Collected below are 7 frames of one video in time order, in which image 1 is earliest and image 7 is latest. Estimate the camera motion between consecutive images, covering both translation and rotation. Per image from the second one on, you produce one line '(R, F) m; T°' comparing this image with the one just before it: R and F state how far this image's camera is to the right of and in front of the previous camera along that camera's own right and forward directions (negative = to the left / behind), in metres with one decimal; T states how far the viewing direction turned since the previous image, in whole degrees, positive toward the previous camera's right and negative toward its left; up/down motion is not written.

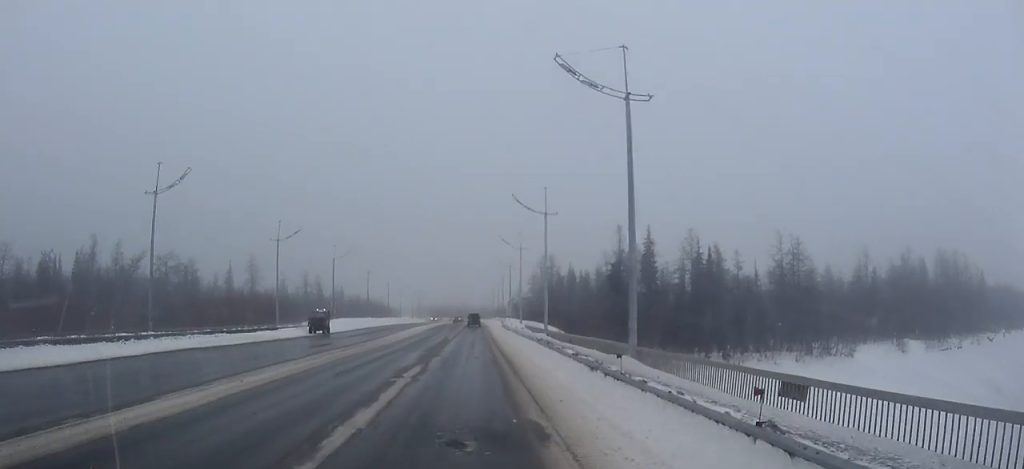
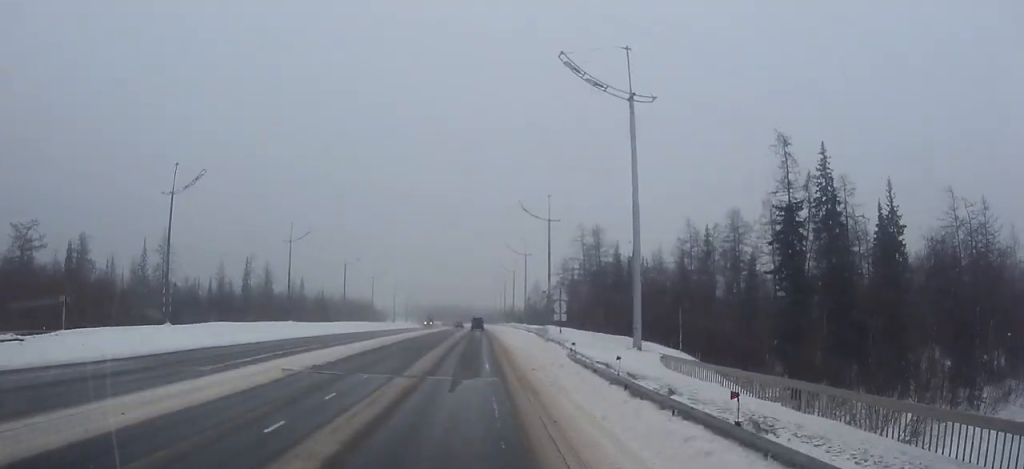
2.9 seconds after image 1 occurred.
(-0.2, +48.0) m; 0°
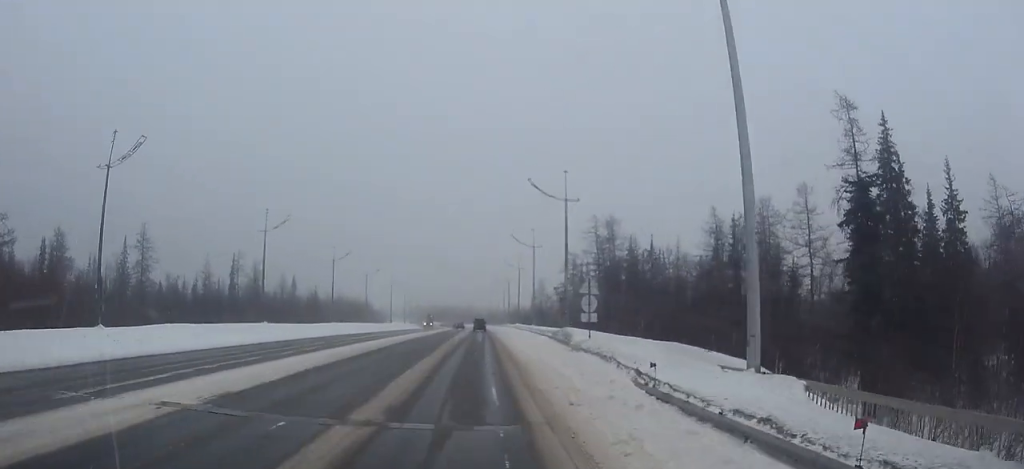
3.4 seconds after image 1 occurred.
(0.0, +8.2) m; 0°
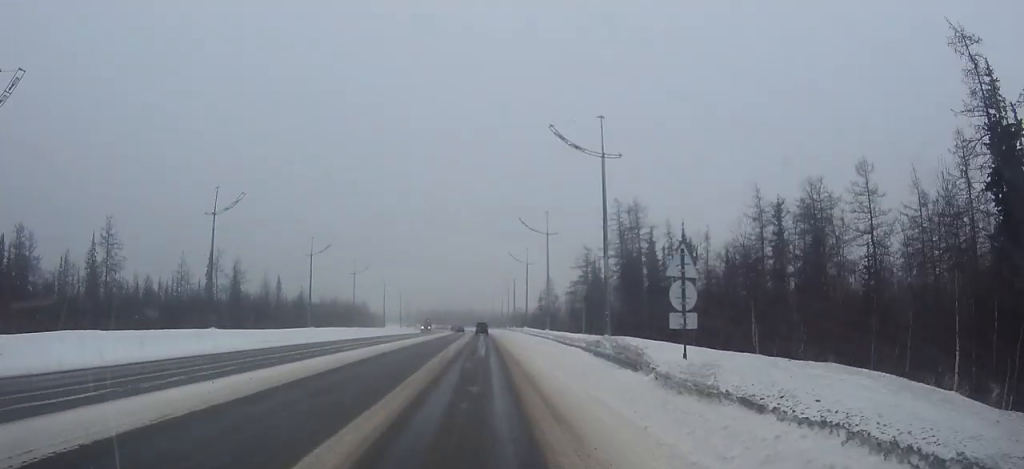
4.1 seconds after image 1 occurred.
(0.0, +11.5) m; 0°
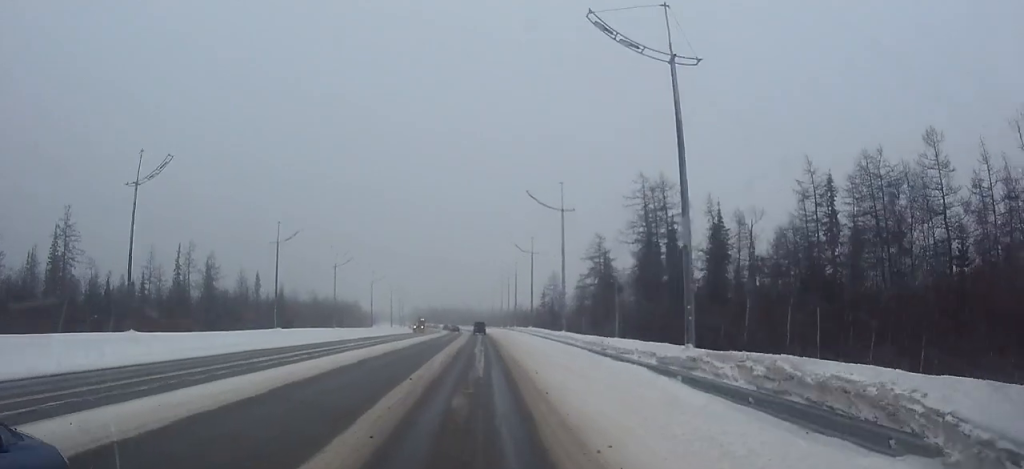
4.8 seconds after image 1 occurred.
(0.0, +11.0) m; 0°
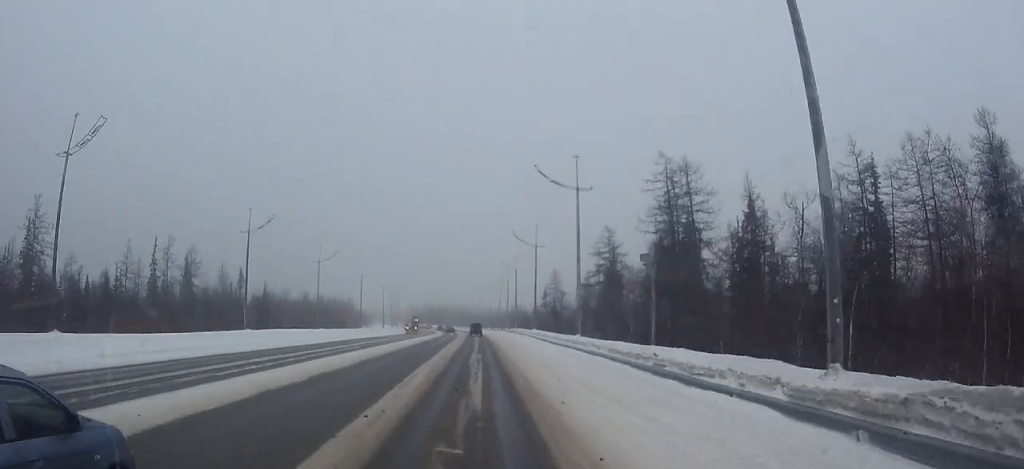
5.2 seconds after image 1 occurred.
(0.0, +7.2) m; 0°
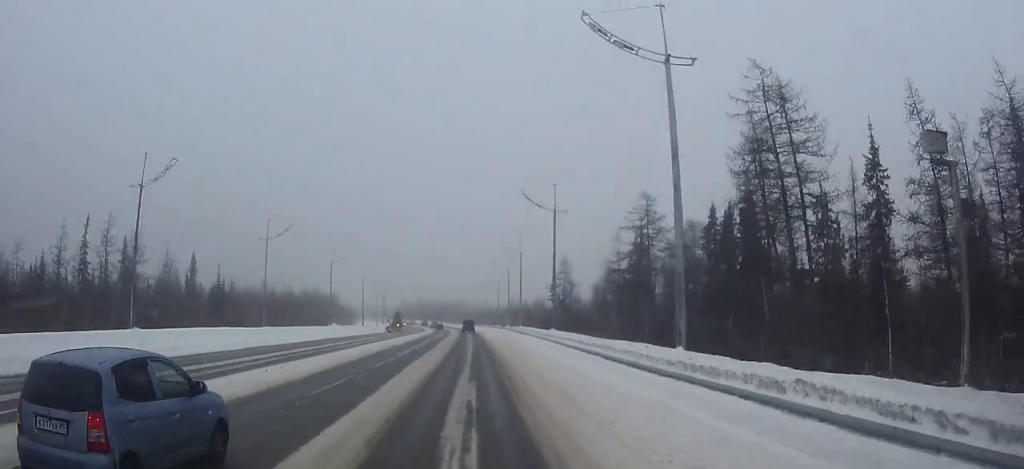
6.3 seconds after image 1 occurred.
(0.0, +17.6) m; 0°
